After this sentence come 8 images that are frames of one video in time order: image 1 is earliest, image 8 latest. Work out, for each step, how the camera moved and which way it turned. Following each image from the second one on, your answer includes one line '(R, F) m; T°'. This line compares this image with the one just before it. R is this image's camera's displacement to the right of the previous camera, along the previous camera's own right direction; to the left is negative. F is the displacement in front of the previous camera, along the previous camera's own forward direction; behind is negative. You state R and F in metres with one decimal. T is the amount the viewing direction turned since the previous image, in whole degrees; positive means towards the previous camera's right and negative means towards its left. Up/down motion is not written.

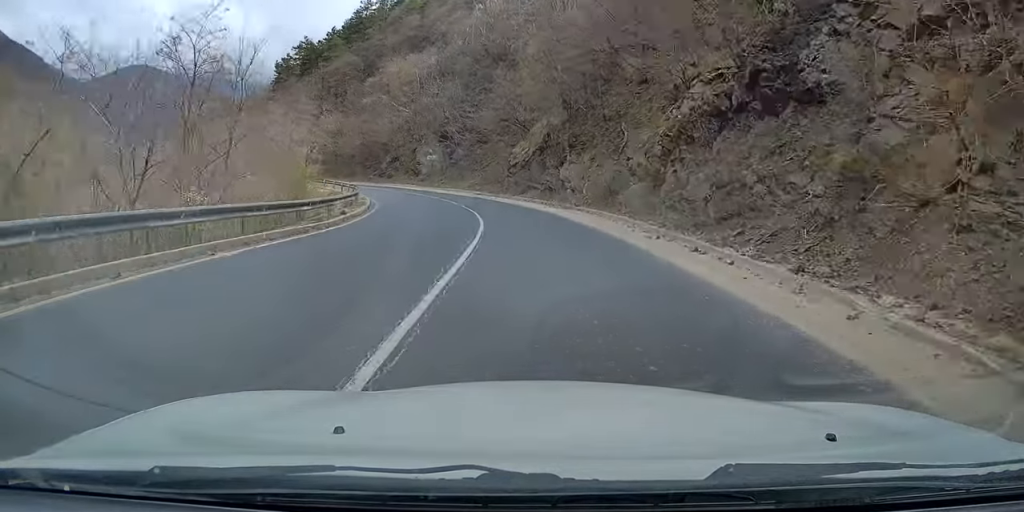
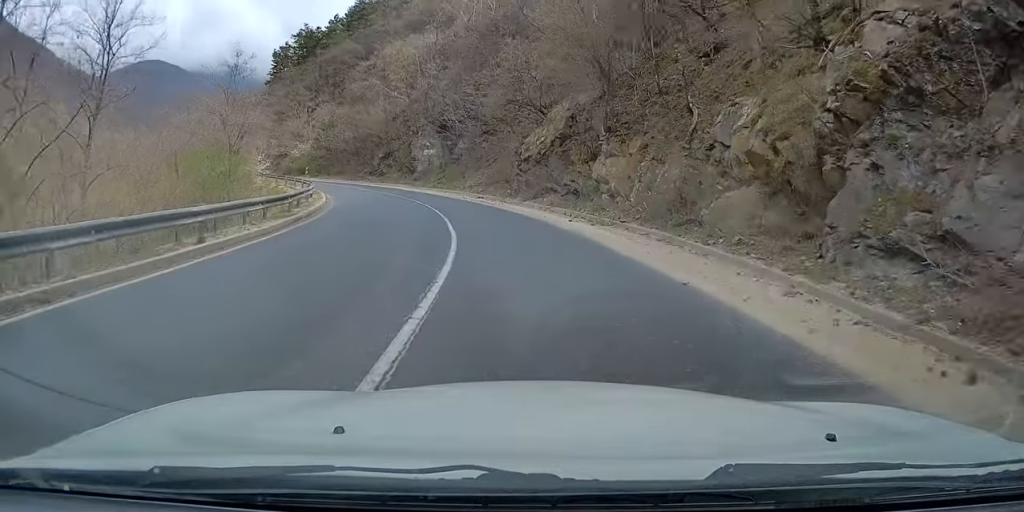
(-0.1, +11.1) m; -8°
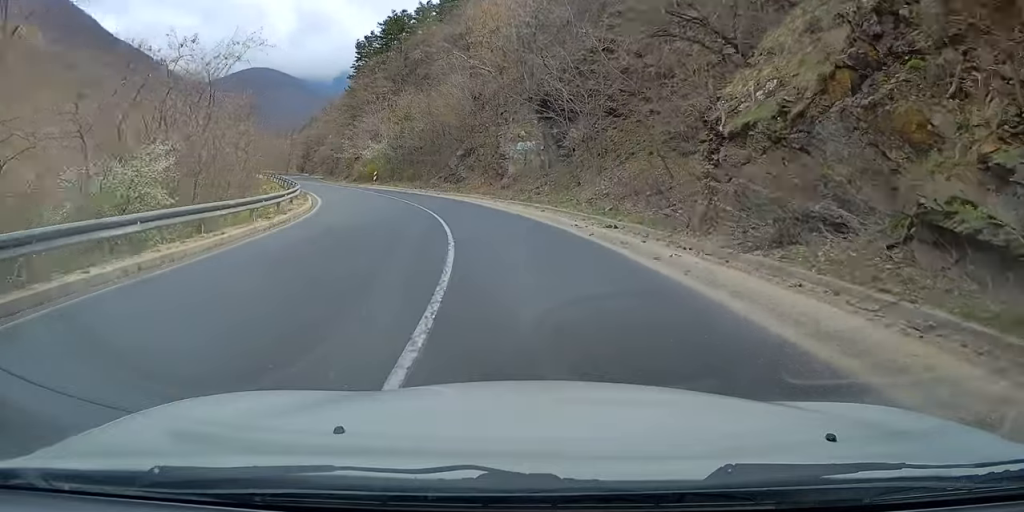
(-3.1, +19.7) m; -15°
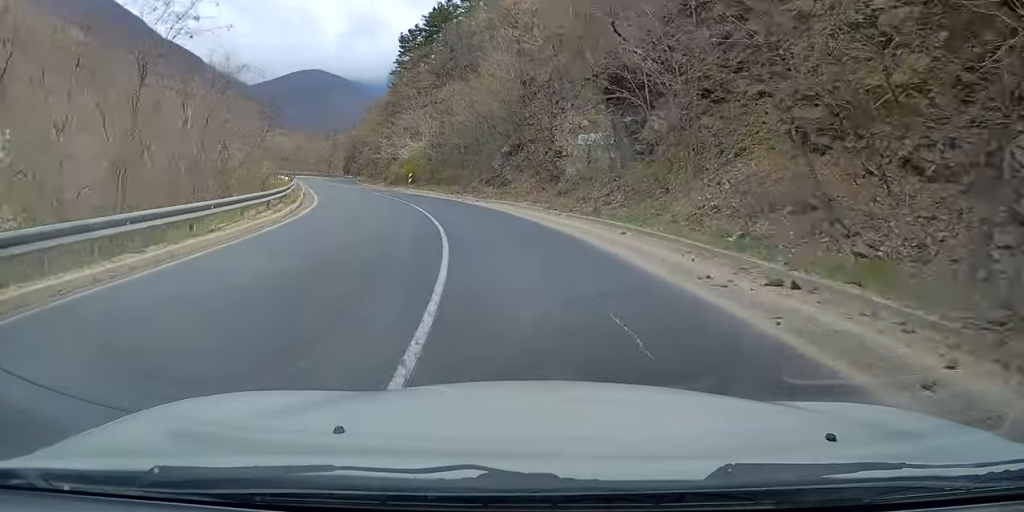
(-0.5, +9.3) m; -4°
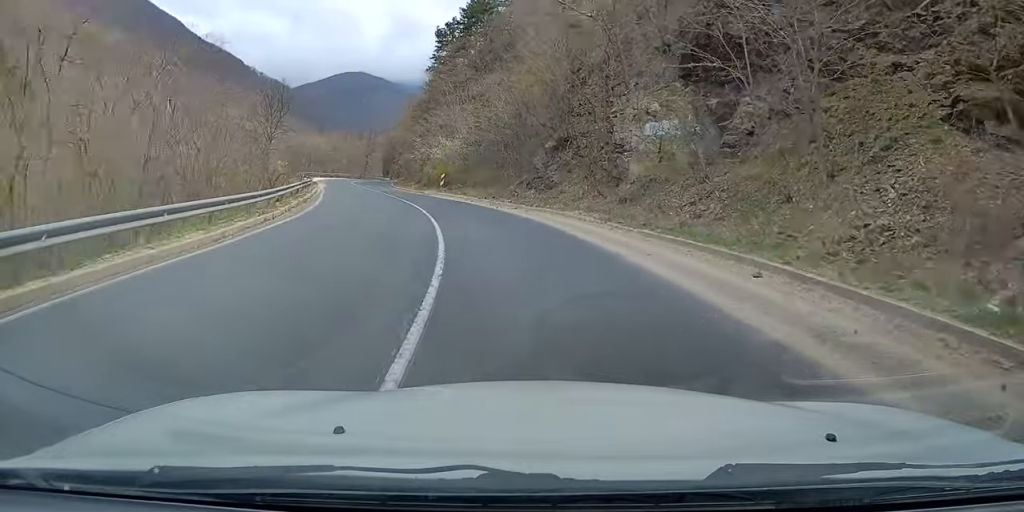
(0.0, +7.1) m; -3°
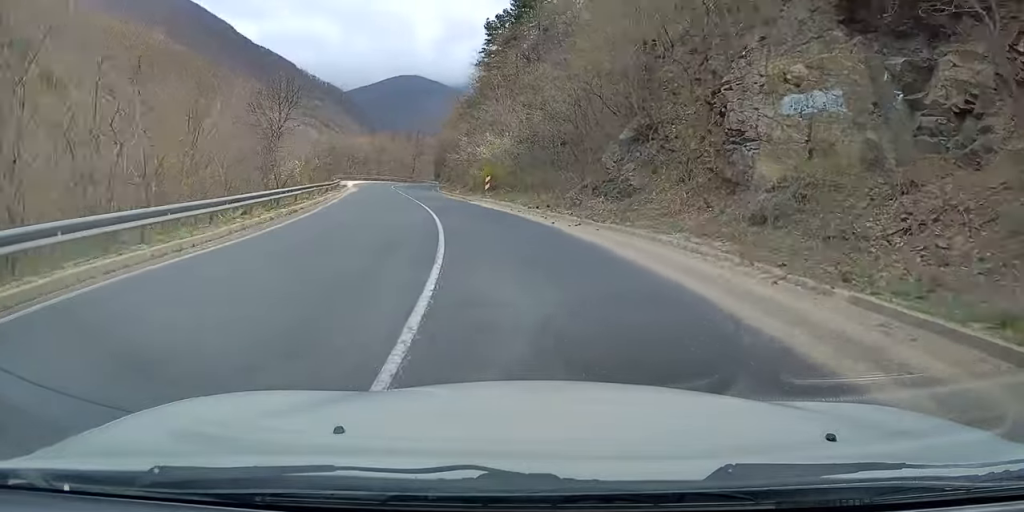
(-0.5, +8.9) m; -2°
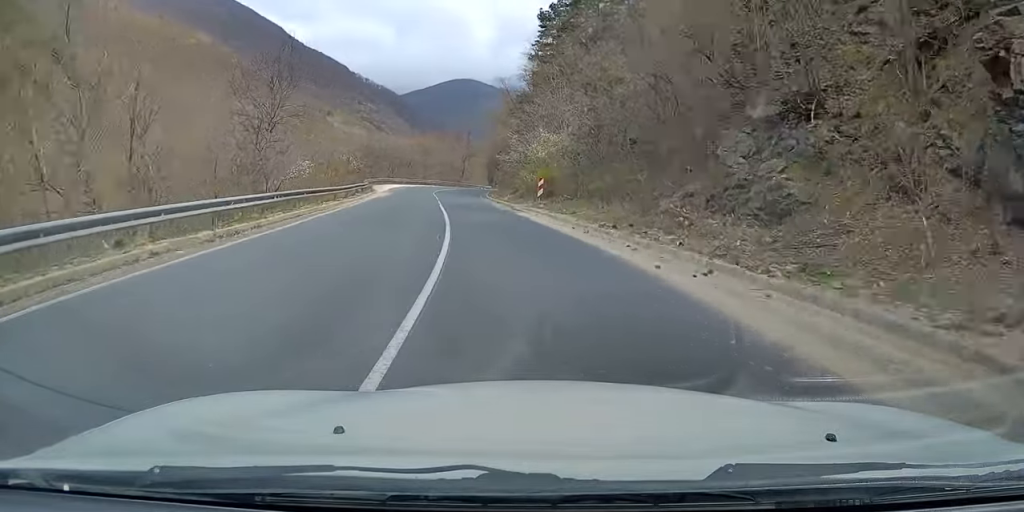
(-0.3, +9.6) m; -2°
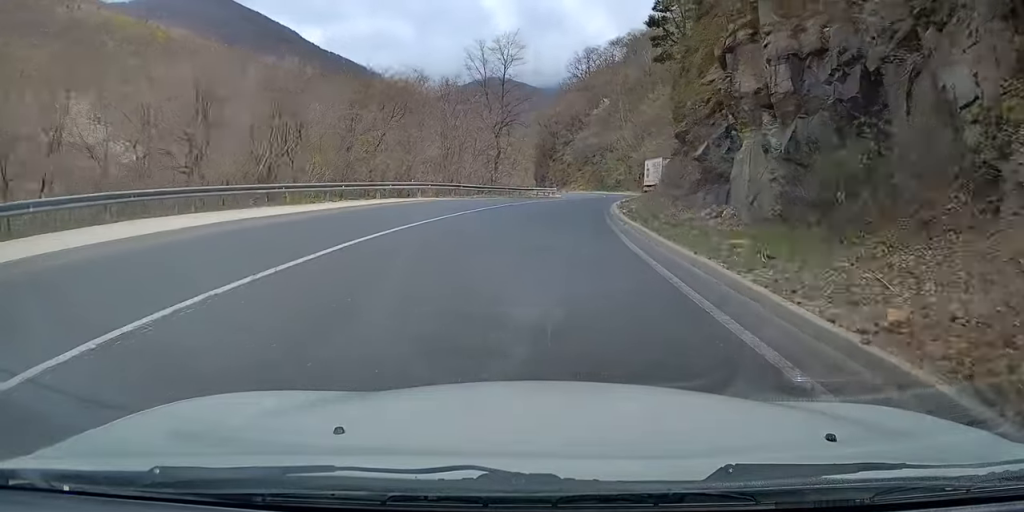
(+3.6, +68.4) m; +9°
